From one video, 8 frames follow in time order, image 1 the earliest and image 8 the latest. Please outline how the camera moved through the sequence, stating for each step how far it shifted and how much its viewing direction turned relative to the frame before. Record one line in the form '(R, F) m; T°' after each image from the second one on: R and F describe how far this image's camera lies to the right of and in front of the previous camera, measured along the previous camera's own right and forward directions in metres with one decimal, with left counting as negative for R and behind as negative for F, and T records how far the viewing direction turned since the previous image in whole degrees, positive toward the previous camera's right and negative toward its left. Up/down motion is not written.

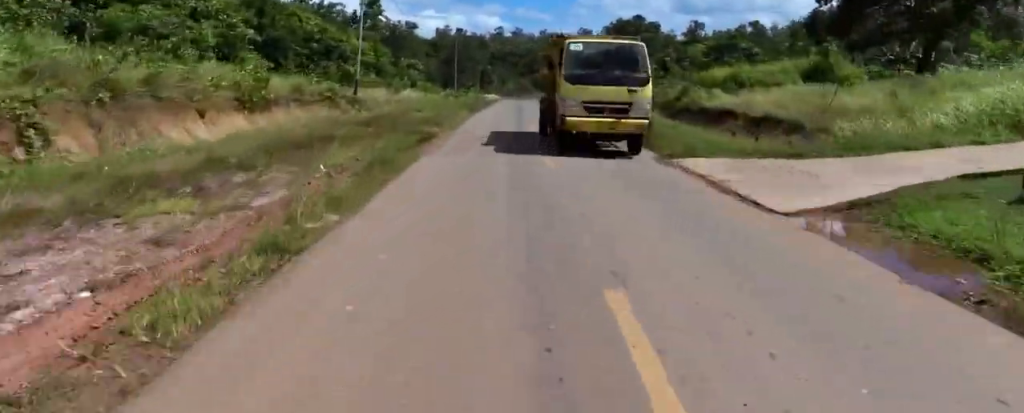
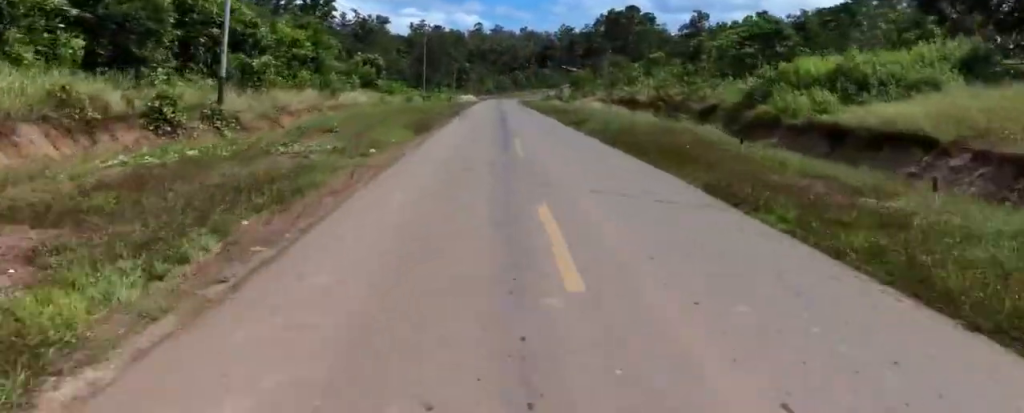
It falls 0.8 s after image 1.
(0.0, +12.6) m; 0°
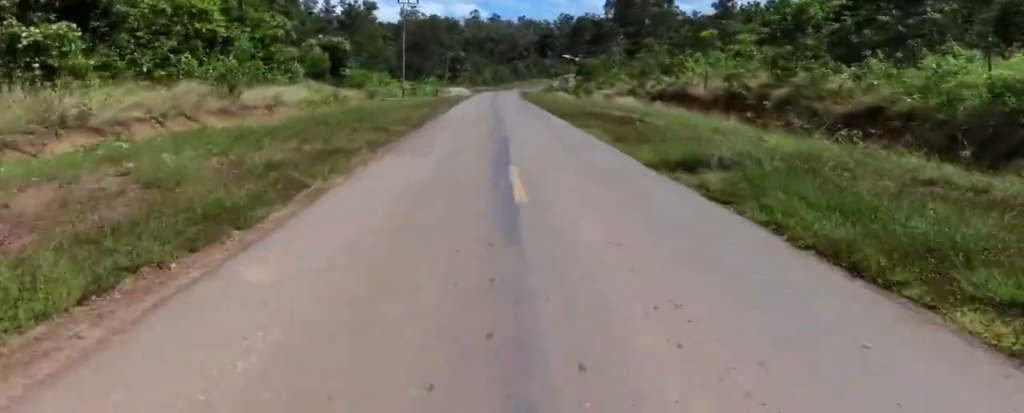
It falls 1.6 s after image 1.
(0.0, +12.9) m; 0°
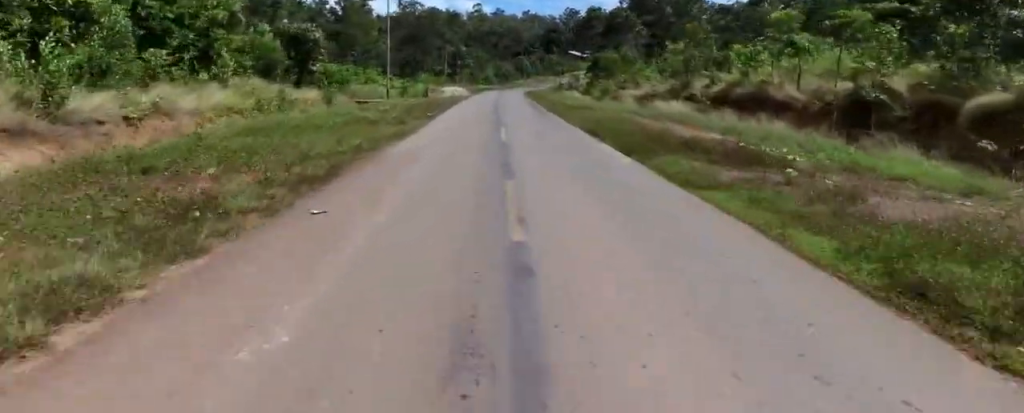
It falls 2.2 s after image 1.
(0.0, +9.4) m; +3°
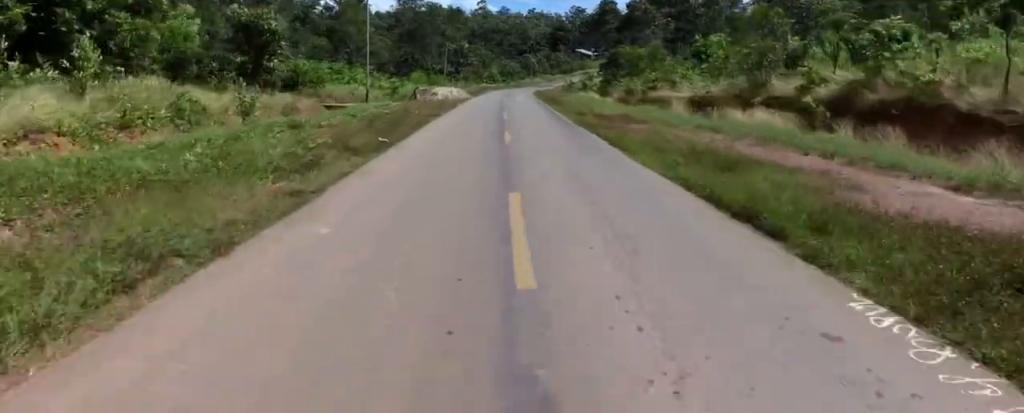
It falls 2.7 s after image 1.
(-0.2, +8.3) m; +2°
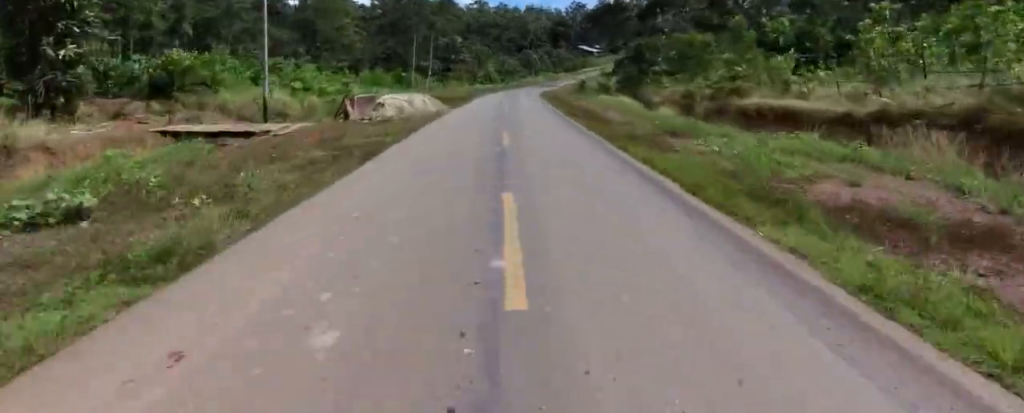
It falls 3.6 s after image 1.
(+1.2, +16.0) m; -1°
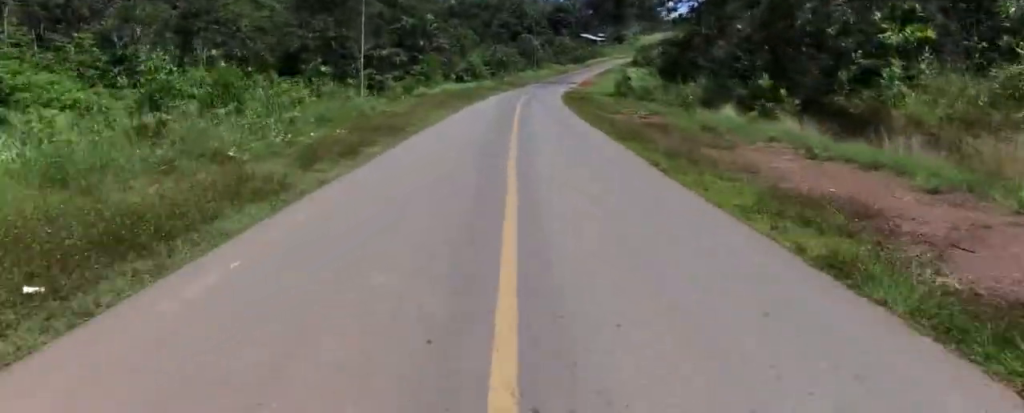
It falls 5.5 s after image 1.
(-3.2, +33.0) m; -3°
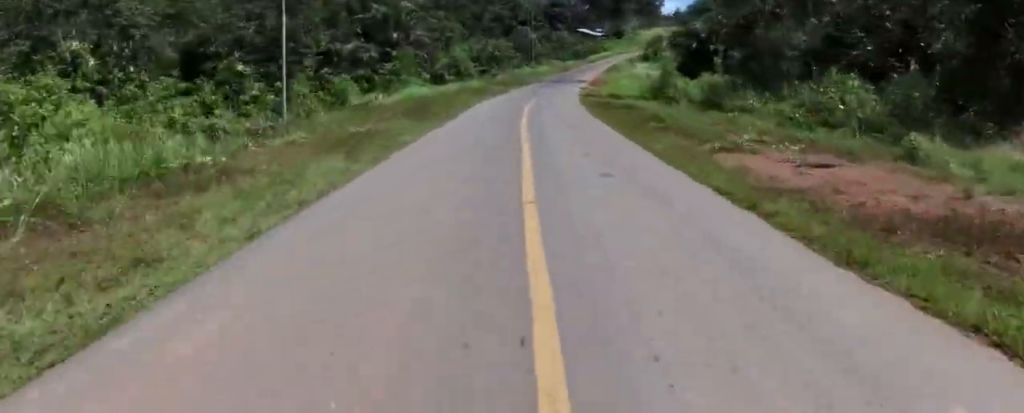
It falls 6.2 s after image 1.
(+0.5, +13.9) m; +2°
